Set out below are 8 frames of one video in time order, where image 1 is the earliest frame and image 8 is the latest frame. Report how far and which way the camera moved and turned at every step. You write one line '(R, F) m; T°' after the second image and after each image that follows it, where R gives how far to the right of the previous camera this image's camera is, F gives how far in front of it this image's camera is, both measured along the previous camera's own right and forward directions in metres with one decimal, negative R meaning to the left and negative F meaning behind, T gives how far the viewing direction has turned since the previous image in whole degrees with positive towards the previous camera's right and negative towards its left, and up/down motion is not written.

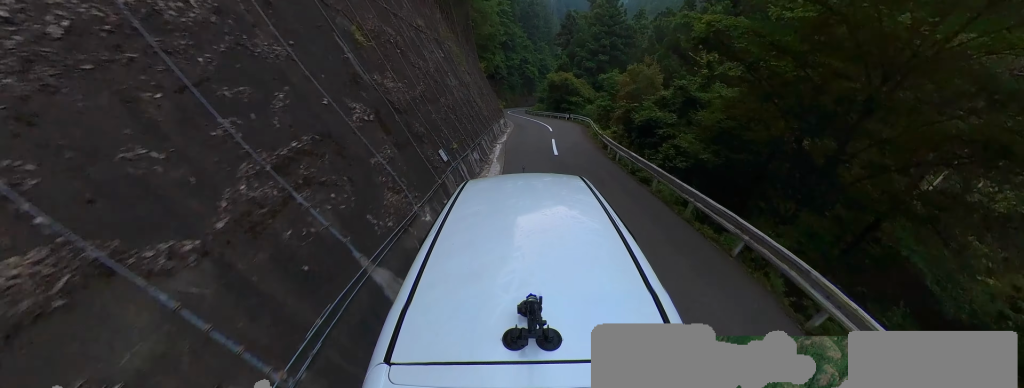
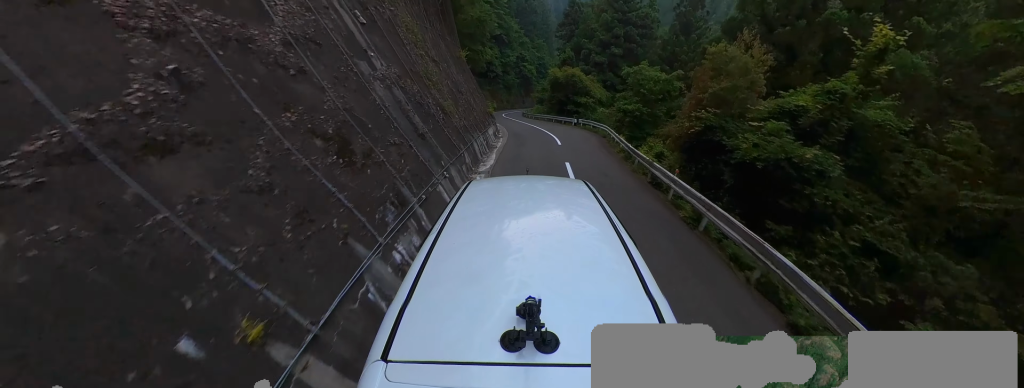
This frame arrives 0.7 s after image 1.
(+0.3, +7.6) m; +10°
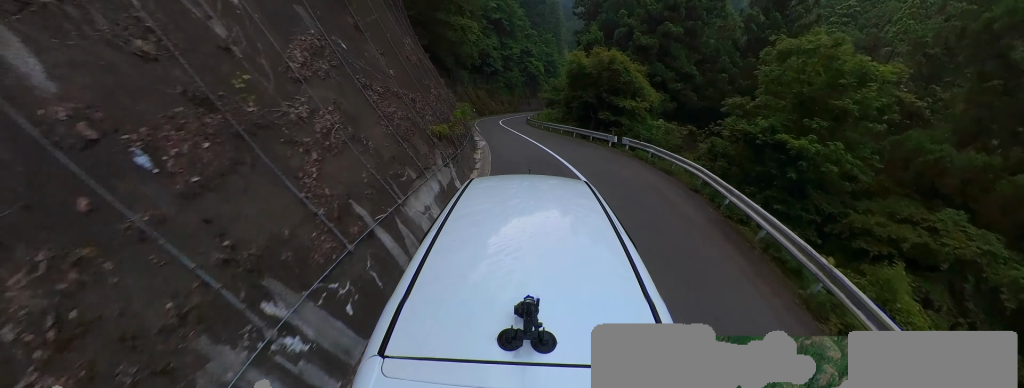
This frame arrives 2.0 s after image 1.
(+2.1, +12.7) m; +10°
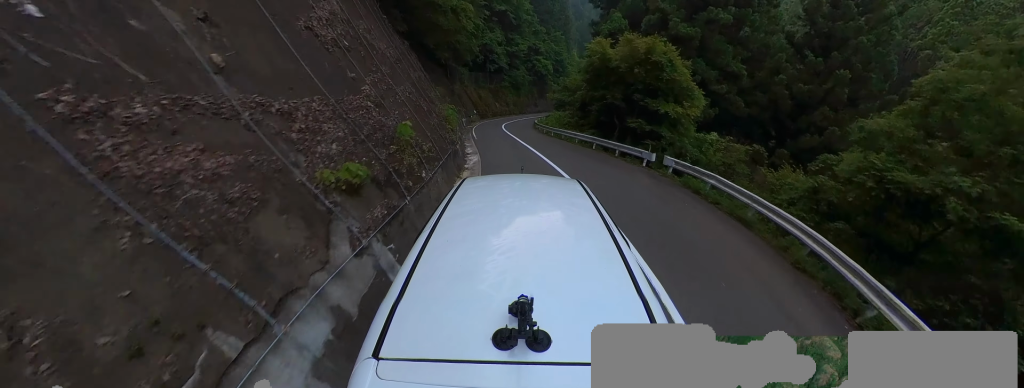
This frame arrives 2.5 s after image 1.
(+0.1, +4.5) m; -6°
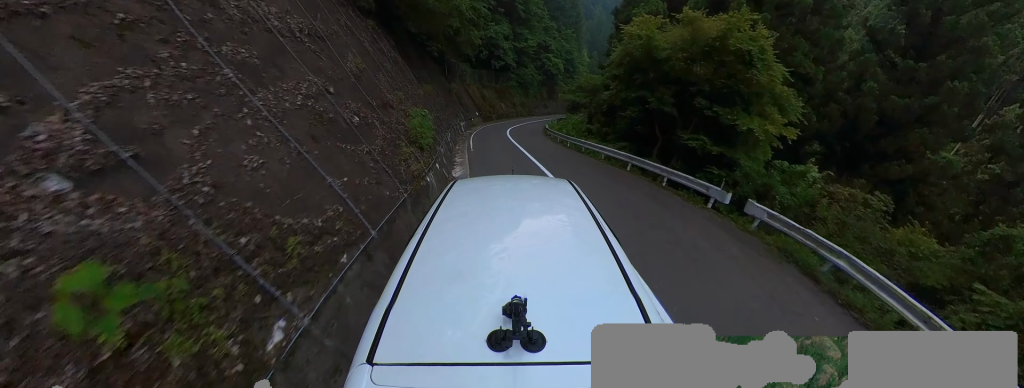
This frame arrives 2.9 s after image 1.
(+0.4, +4.5) m; -6°
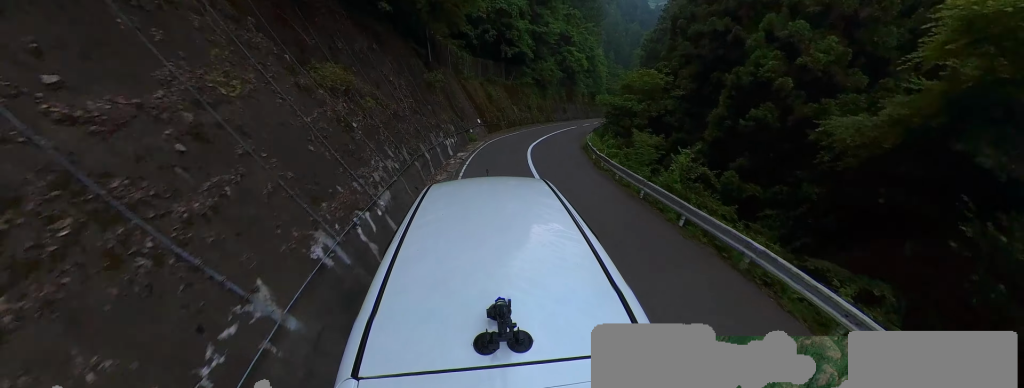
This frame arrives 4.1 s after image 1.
(-2.2, +10.8) m; -9°
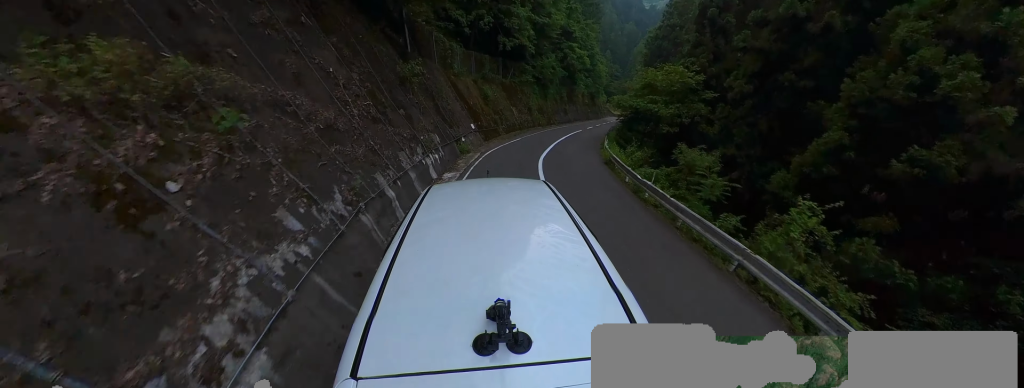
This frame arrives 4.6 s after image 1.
(+0.3, +4.5) m; 0°
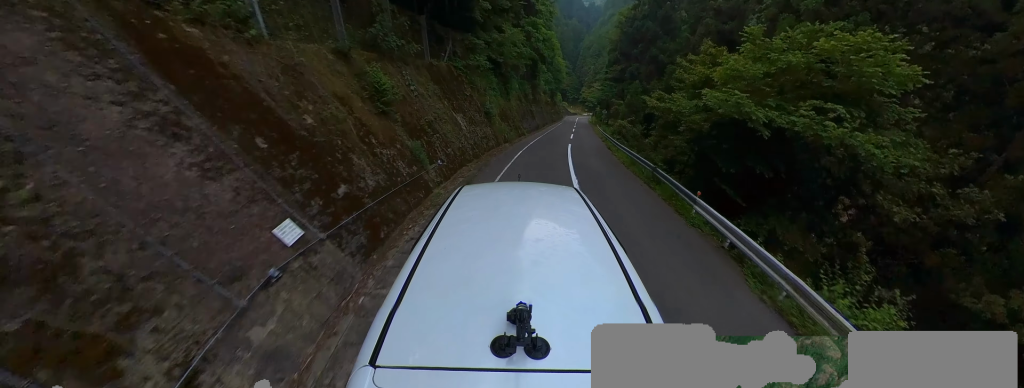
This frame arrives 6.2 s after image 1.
(+1.1, +14.6) m; +19°
